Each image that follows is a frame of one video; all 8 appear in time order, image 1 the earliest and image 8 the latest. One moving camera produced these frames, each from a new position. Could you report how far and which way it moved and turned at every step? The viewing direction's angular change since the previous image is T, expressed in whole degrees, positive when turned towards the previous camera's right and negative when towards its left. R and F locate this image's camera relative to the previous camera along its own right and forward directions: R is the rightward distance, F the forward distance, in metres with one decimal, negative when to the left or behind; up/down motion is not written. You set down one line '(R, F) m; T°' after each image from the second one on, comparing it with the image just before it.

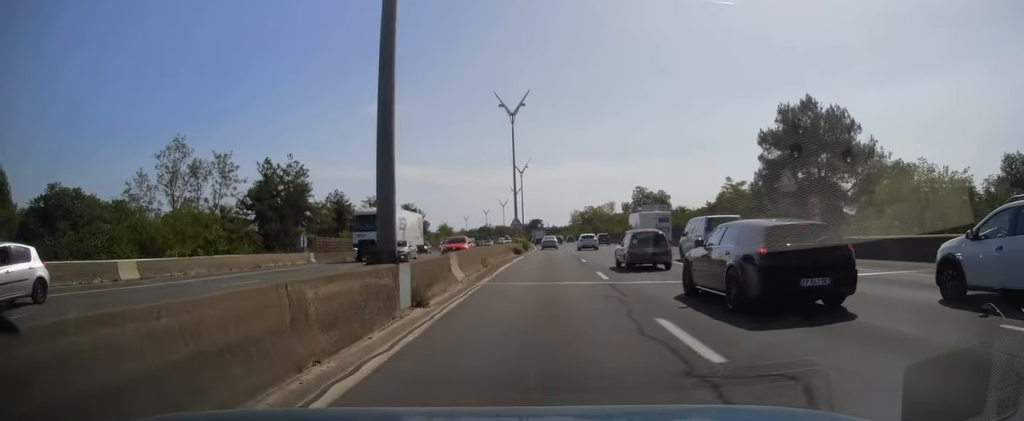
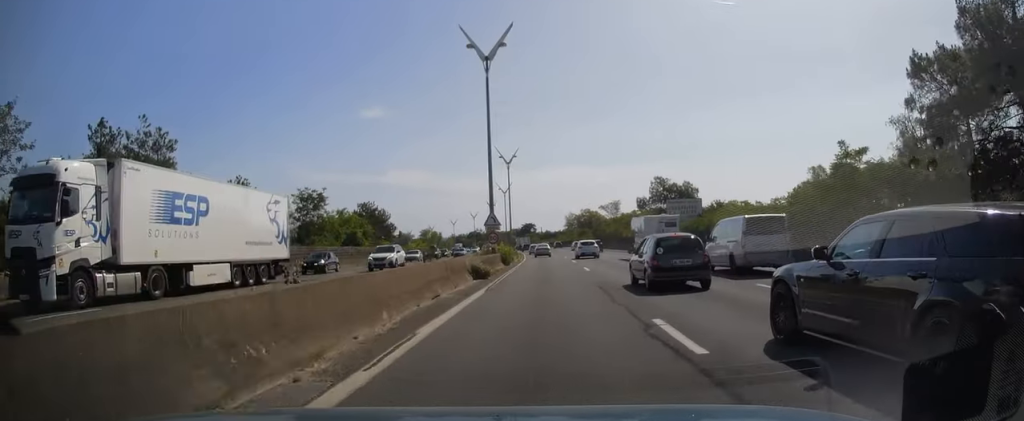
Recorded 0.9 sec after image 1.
(0.0, +22.3) m; +1°
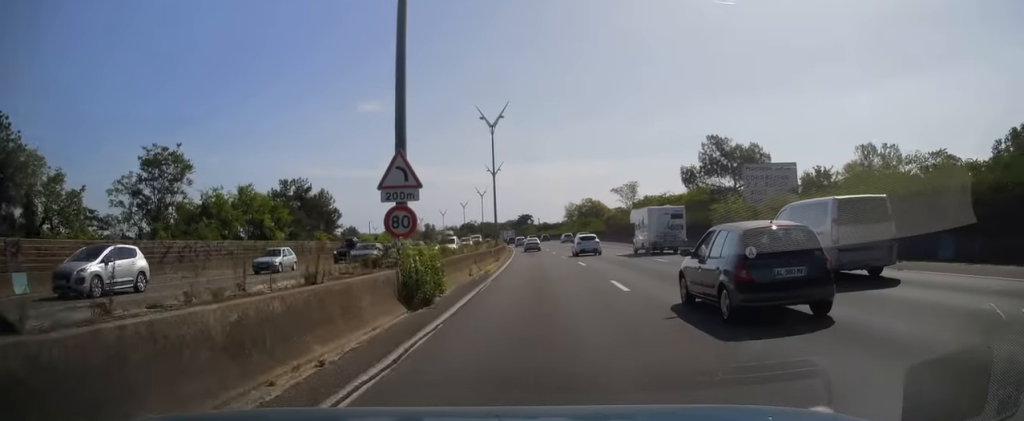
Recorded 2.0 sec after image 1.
(+0.3, +25.8) m; +1°
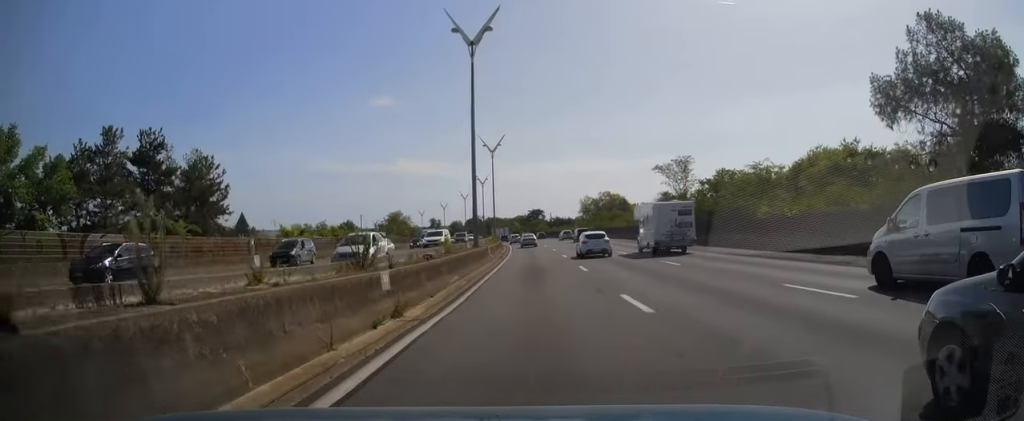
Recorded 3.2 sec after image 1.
(-0.1, +29.3) m; -1°
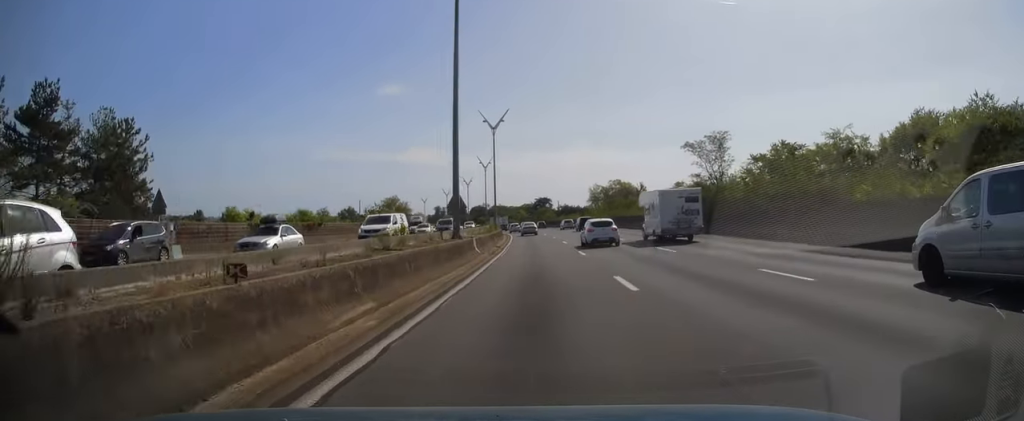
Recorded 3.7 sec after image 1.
(-0.2, +11.2) m; -1°
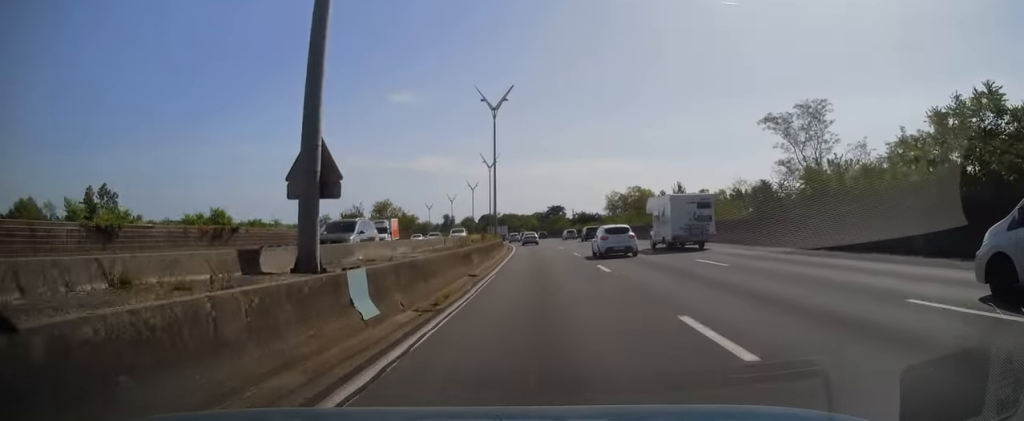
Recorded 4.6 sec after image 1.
(-0.2, +18.8) m; -1°
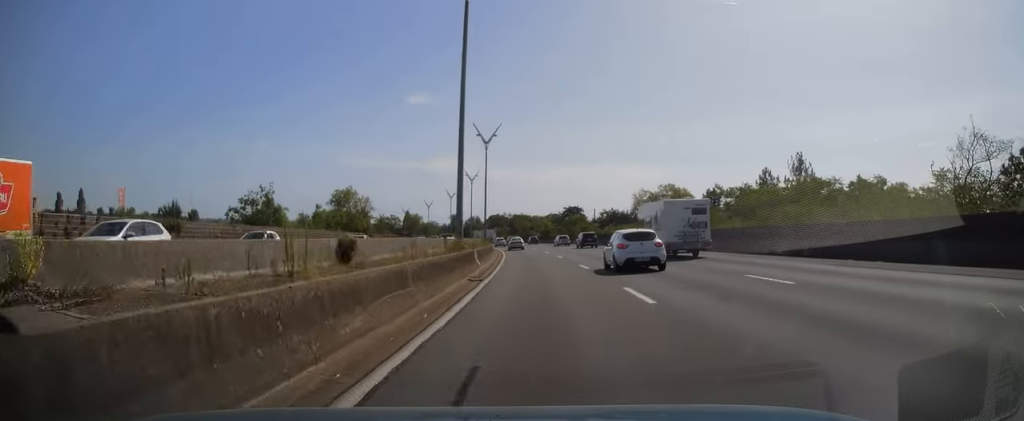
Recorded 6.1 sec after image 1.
(-0.2, +34.1) m; -2°
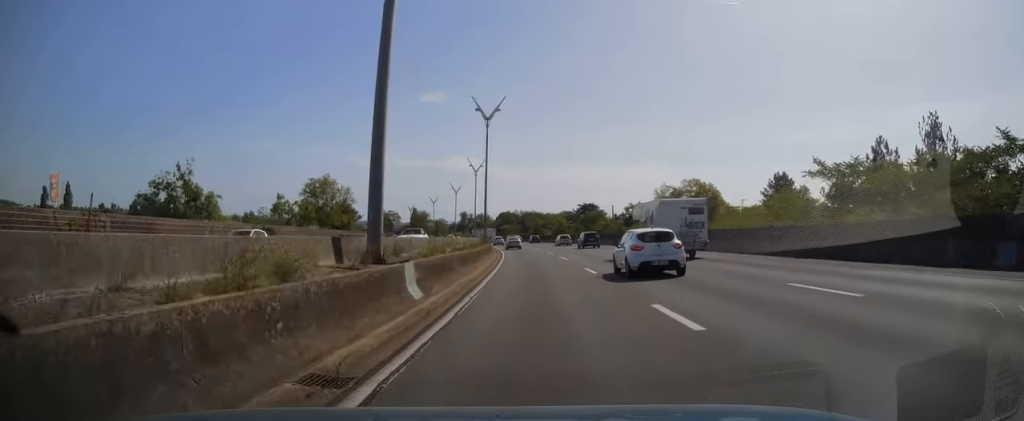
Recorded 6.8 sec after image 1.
(-0.3, +15.8) m; -2°
